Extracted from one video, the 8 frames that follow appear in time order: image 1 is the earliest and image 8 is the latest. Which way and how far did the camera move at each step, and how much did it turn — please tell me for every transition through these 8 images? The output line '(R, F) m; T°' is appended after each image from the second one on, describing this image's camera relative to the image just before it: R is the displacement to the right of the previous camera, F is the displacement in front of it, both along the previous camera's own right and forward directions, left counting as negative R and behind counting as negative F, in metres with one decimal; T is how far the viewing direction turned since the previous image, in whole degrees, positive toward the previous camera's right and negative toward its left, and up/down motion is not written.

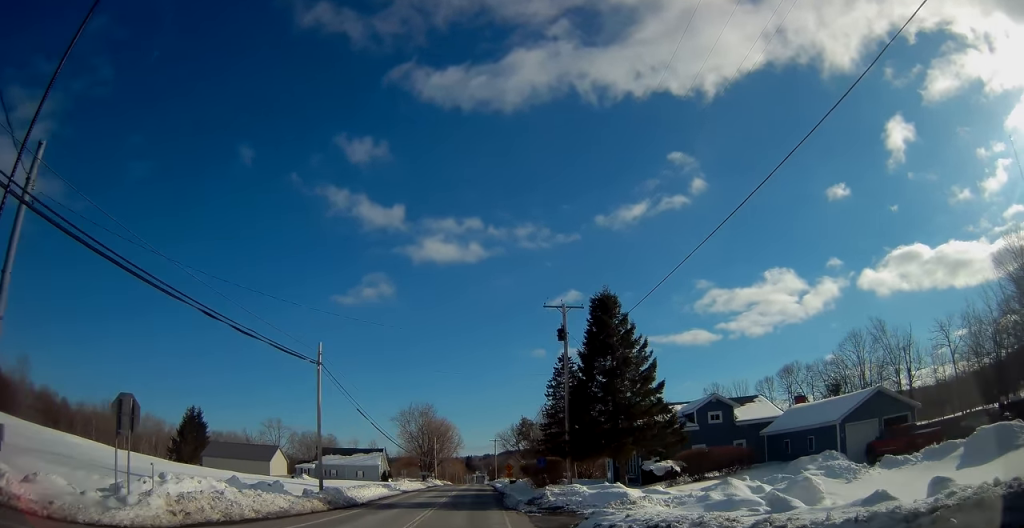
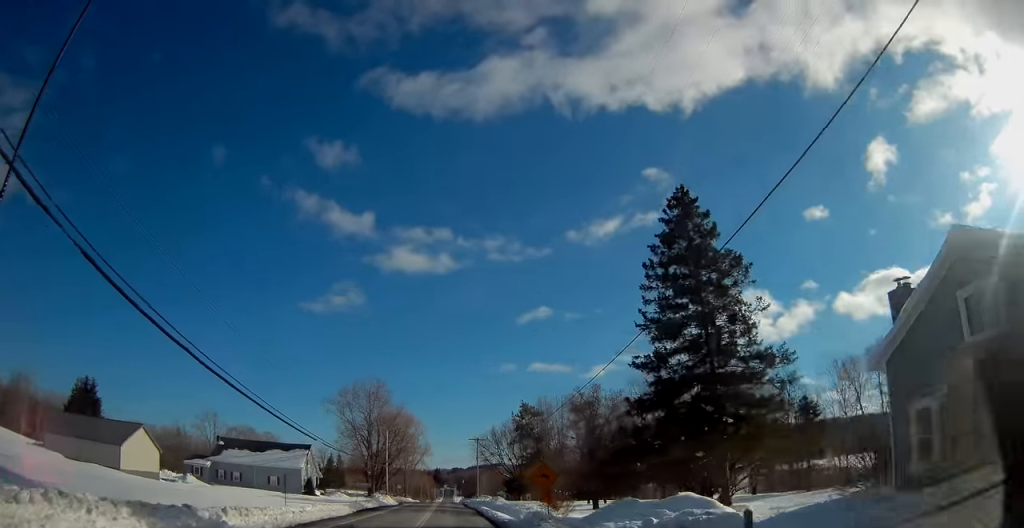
(+0.8, +38.6) m; +3°
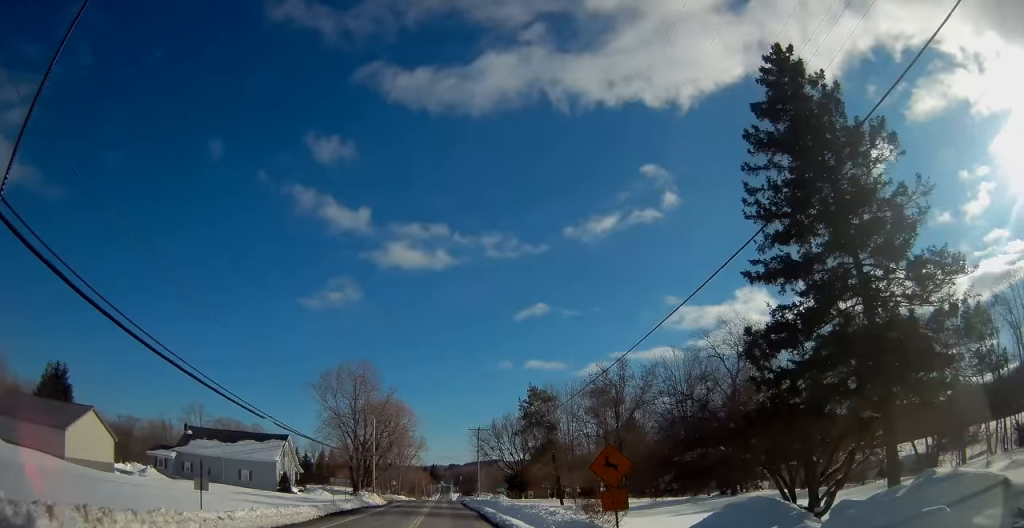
(-0.1, +9.7) m; 0°
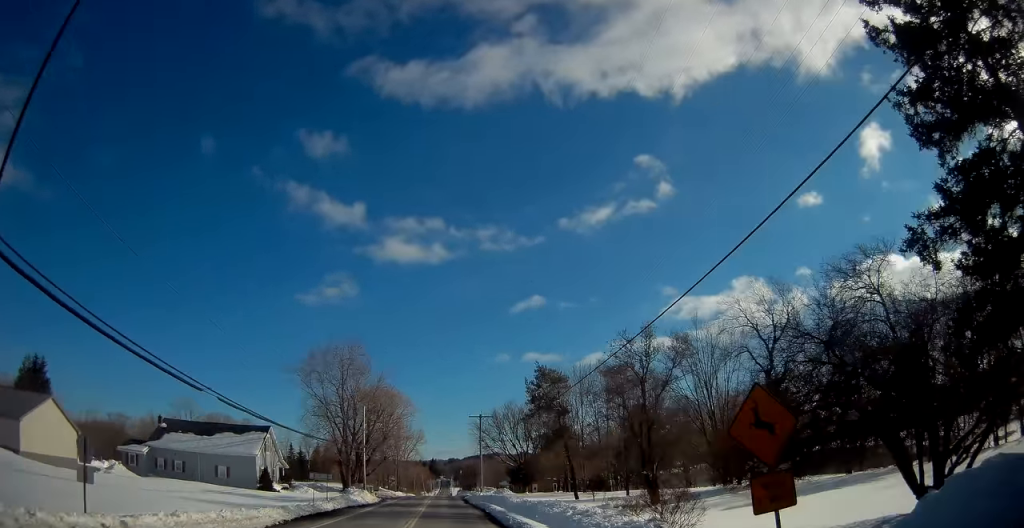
(0.0, +6.8) m; 0°
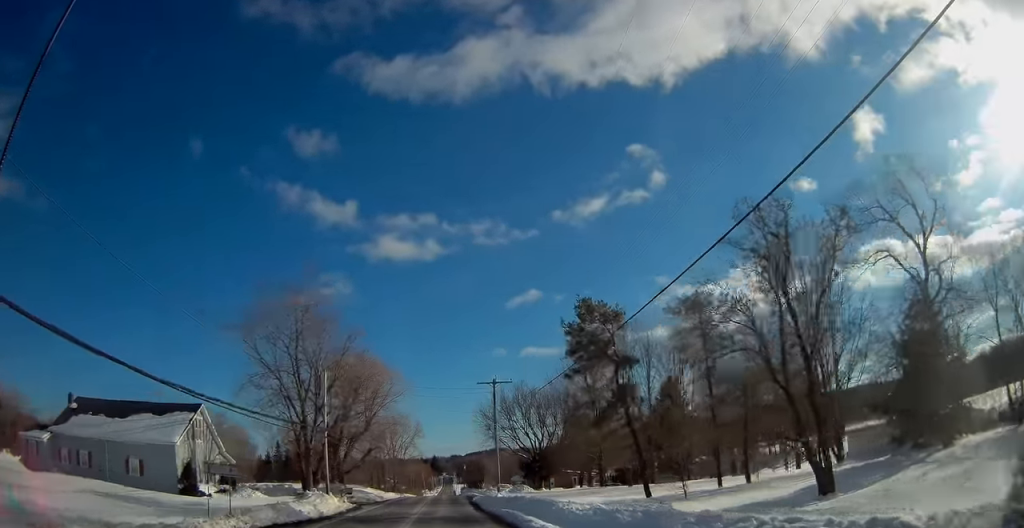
(0.0, +18.1) m; 0°
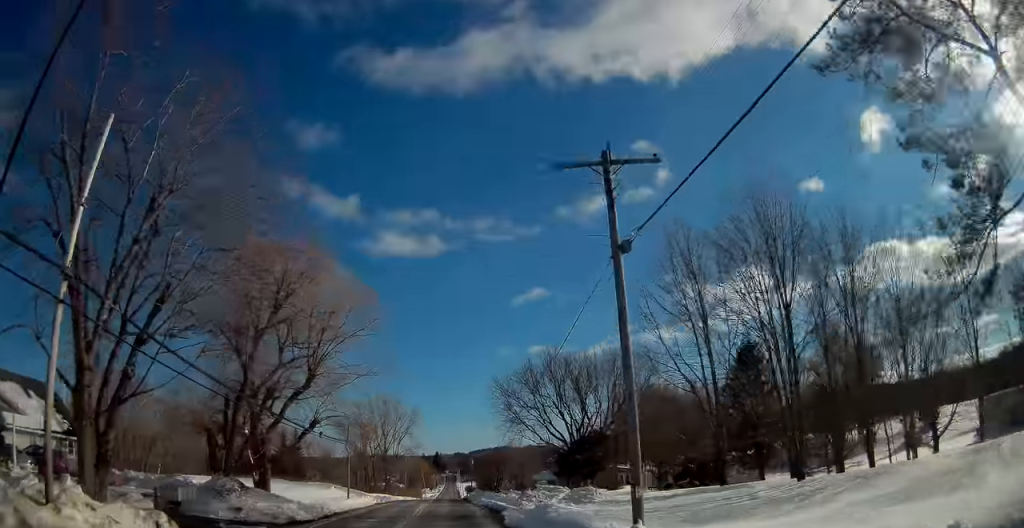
(-0.1, +28.8) m; 0°
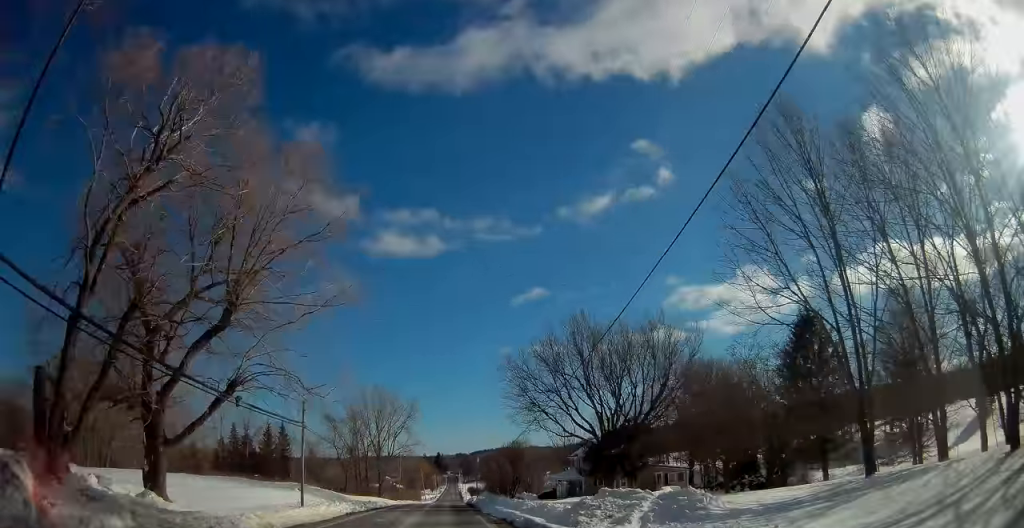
(0.0, +14.8) m; 0°
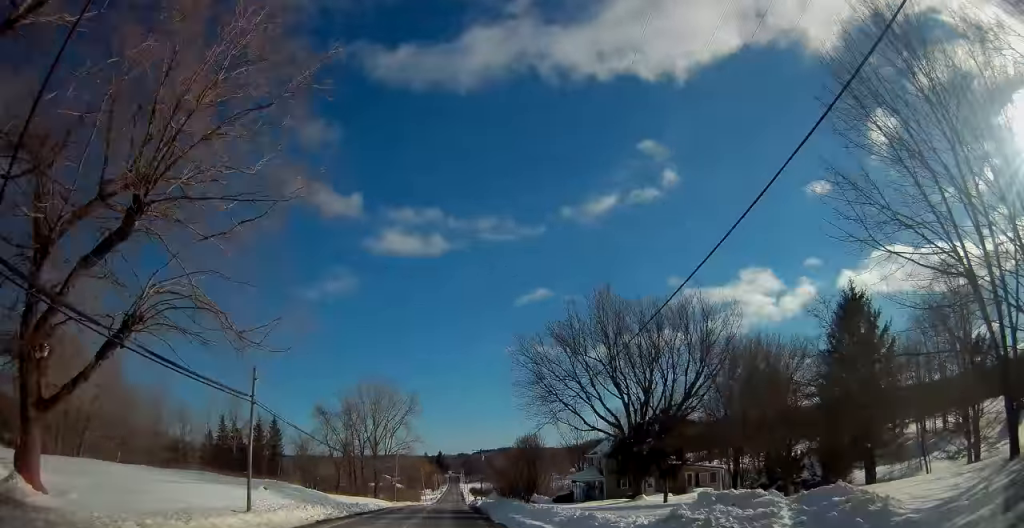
(0.0, +8.7) m; 0°
